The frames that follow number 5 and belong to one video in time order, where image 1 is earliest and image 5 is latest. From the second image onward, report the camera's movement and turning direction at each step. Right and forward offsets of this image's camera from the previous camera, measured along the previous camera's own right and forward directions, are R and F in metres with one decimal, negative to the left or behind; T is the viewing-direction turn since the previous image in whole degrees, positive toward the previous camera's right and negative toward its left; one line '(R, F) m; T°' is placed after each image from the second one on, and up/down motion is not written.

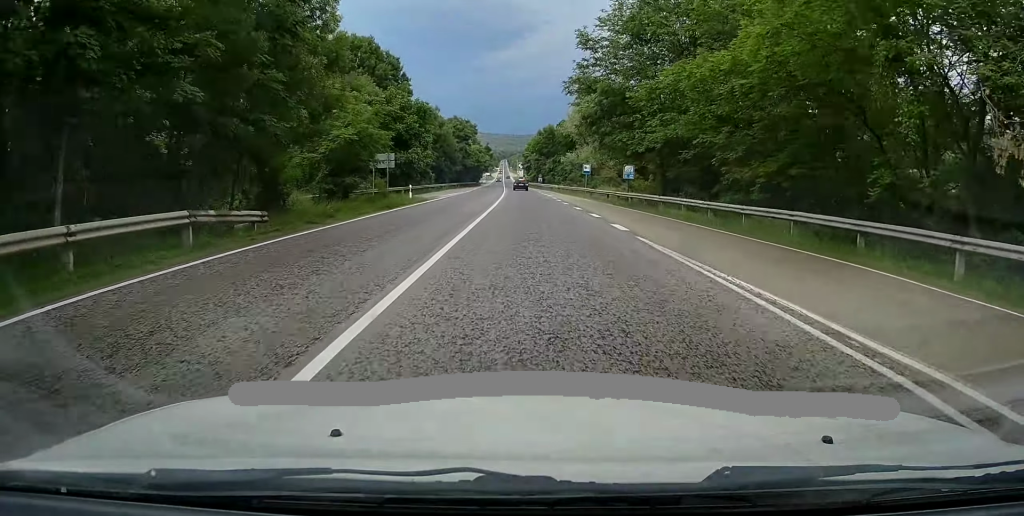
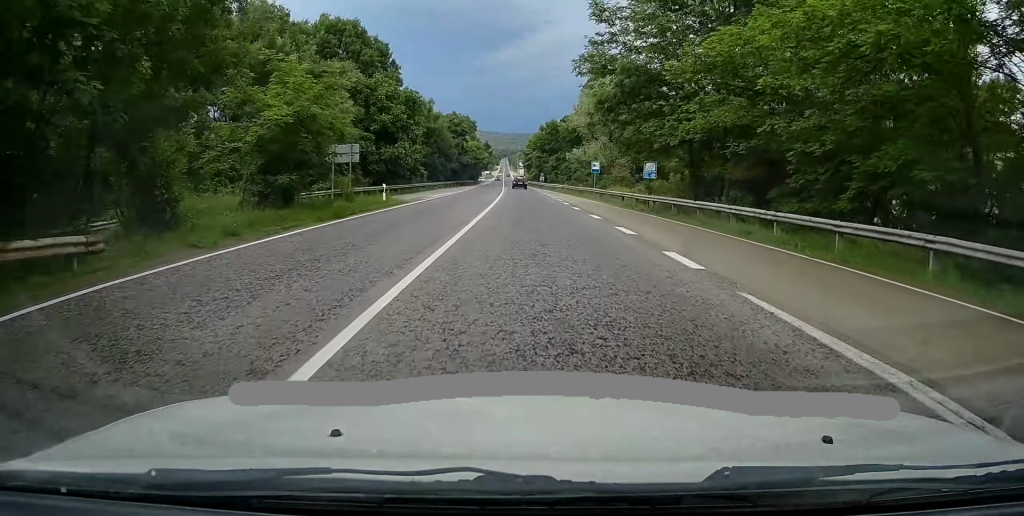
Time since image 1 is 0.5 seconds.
(-0.2, +7.1) m; 0°
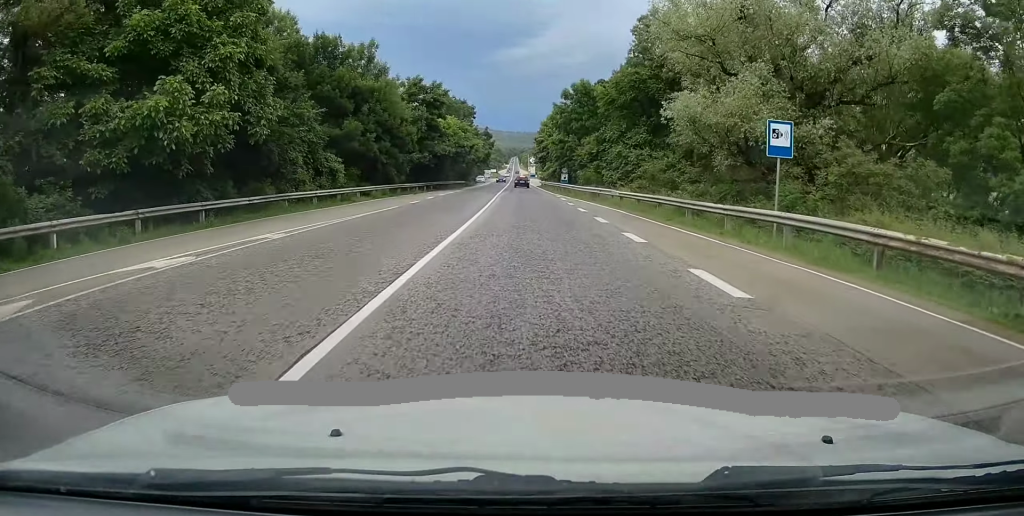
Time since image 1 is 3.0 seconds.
(0.0, +38.3) m; 0°
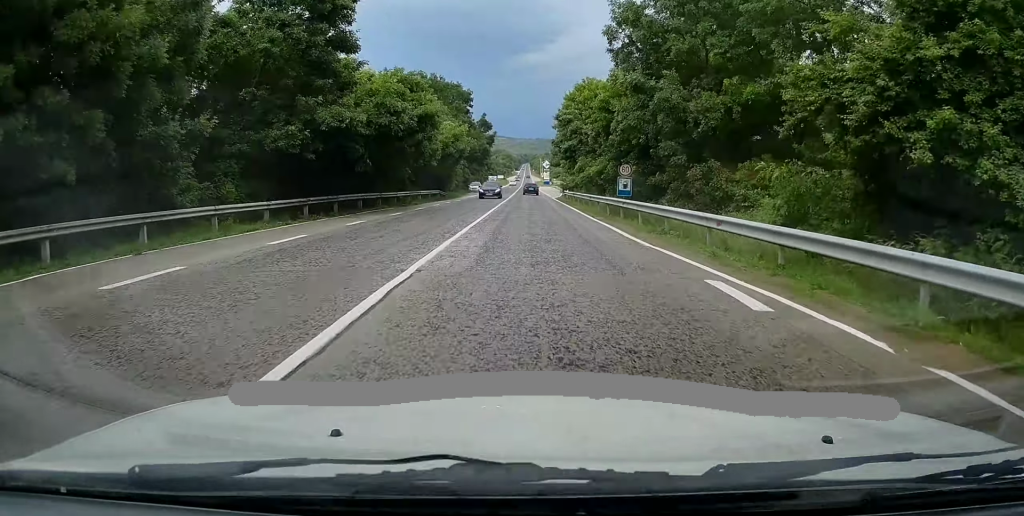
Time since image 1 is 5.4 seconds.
(+0.2, +36.2) m; -2°
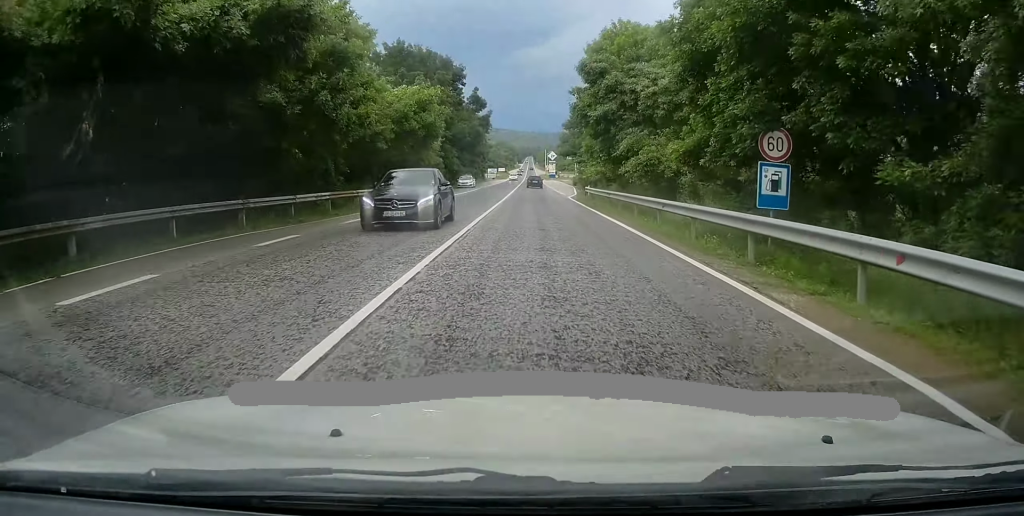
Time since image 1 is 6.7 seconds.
(-0.2, +19.2) m; -1°
